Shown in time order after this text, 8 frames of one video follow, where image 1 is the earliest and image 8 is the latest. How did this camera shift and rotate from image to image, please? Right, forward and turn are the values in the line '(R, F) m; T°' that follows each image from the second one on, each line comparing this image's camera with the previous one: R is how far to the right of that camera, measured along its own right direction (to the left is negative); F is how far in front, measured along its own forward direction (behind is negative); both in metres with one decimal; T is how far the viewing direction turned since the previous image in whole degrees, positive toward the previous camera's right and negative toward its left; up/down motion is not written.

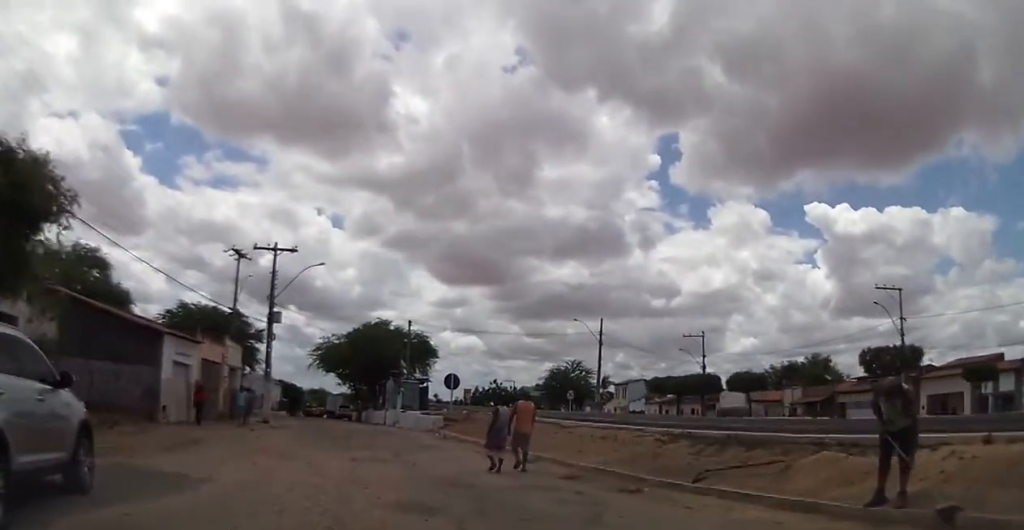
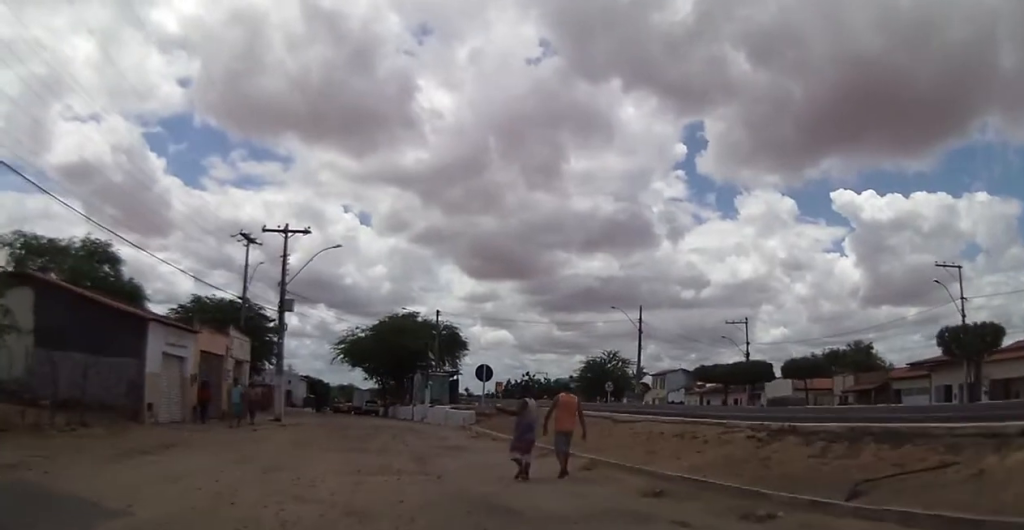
(+0.5, +3.9) m; +7°
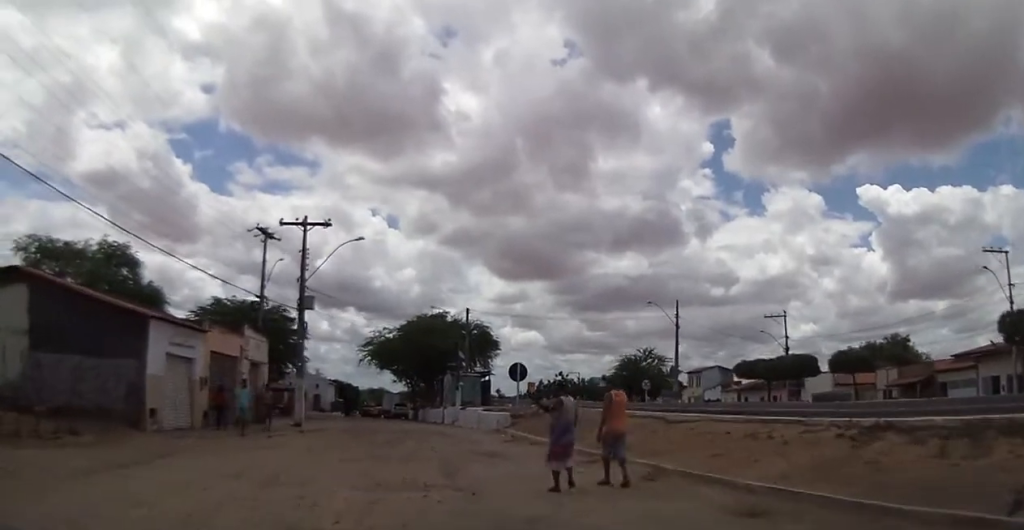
(0.0, +2.3) m; -2°
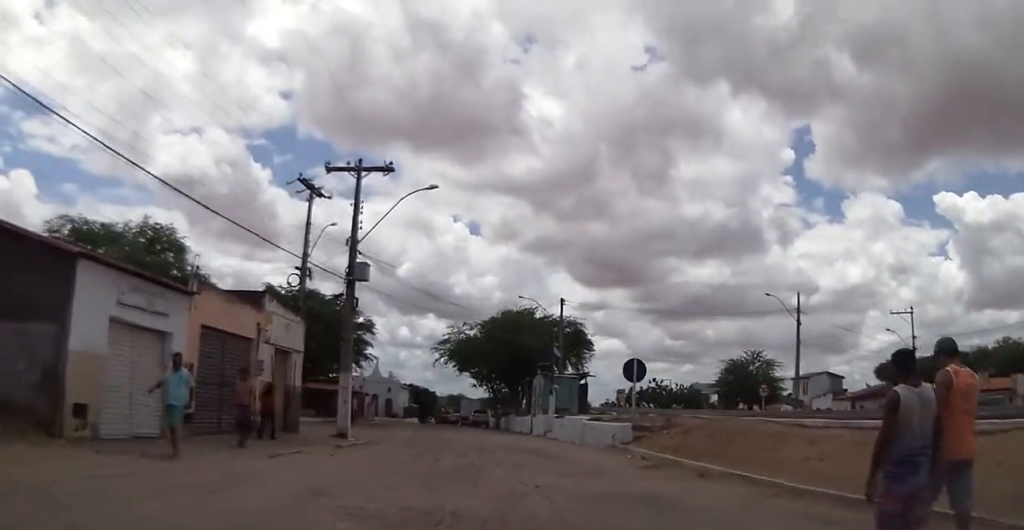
(-0.6, +8.7) m; -4°
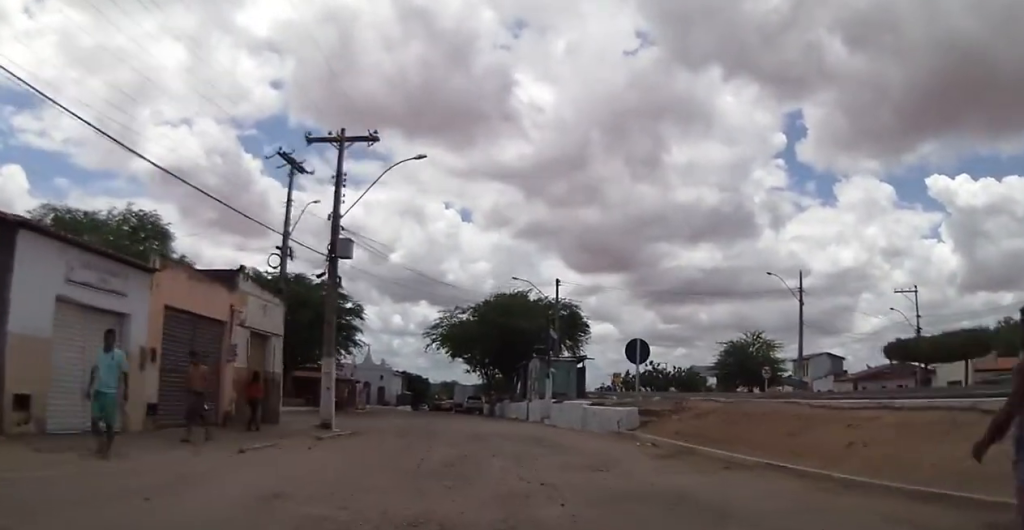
(+0.2, +1.8) m; 0°
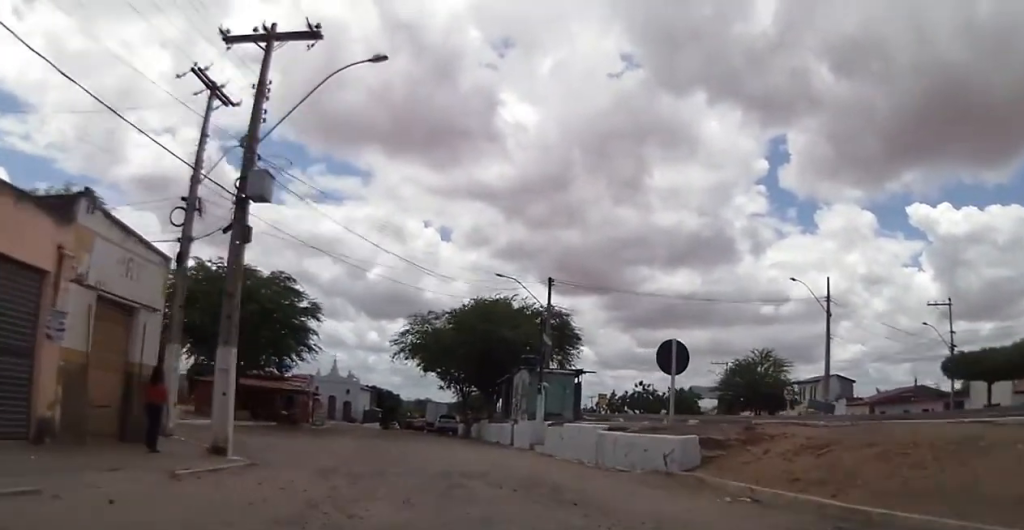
(-0.7, +8.0) m; -3°
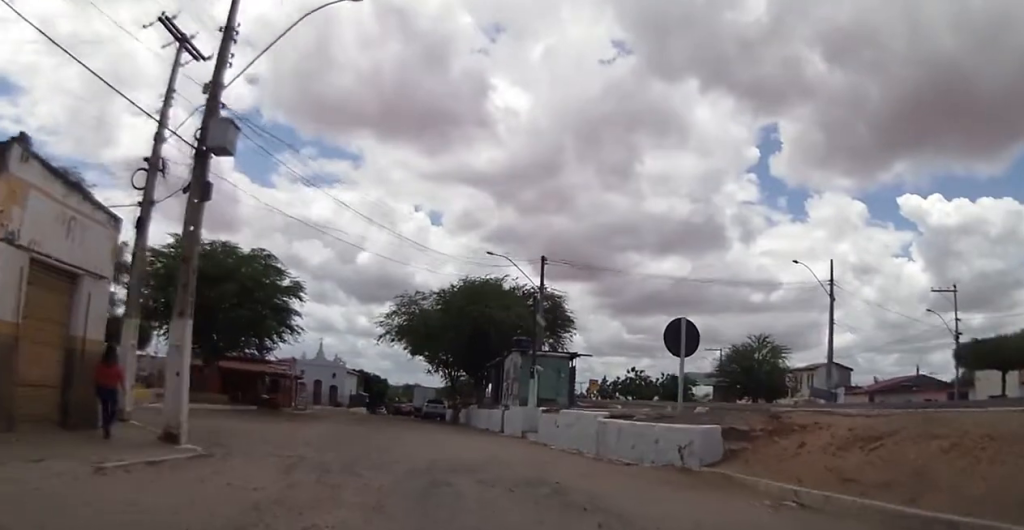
(-0.1, +2.0) m; +3°
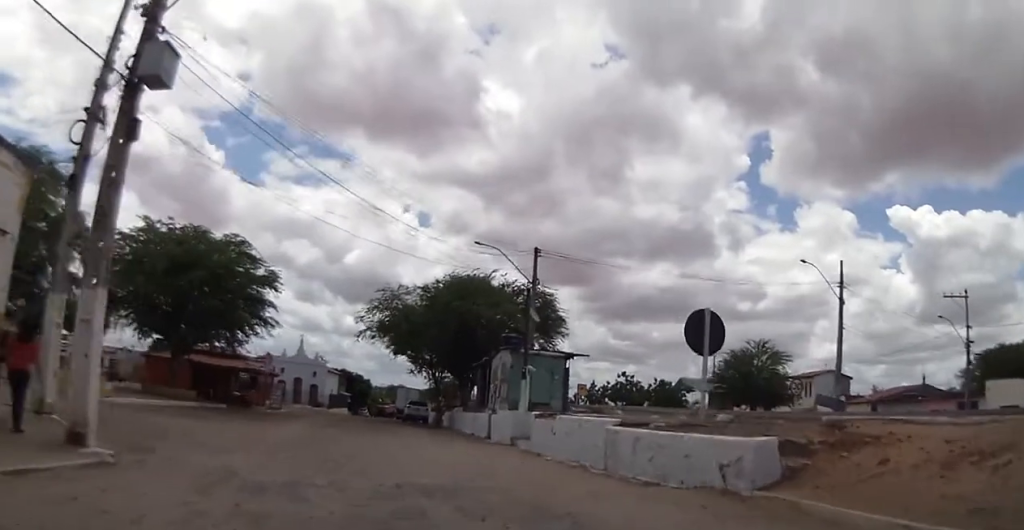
(+0.4, +3.0) m; 0°
